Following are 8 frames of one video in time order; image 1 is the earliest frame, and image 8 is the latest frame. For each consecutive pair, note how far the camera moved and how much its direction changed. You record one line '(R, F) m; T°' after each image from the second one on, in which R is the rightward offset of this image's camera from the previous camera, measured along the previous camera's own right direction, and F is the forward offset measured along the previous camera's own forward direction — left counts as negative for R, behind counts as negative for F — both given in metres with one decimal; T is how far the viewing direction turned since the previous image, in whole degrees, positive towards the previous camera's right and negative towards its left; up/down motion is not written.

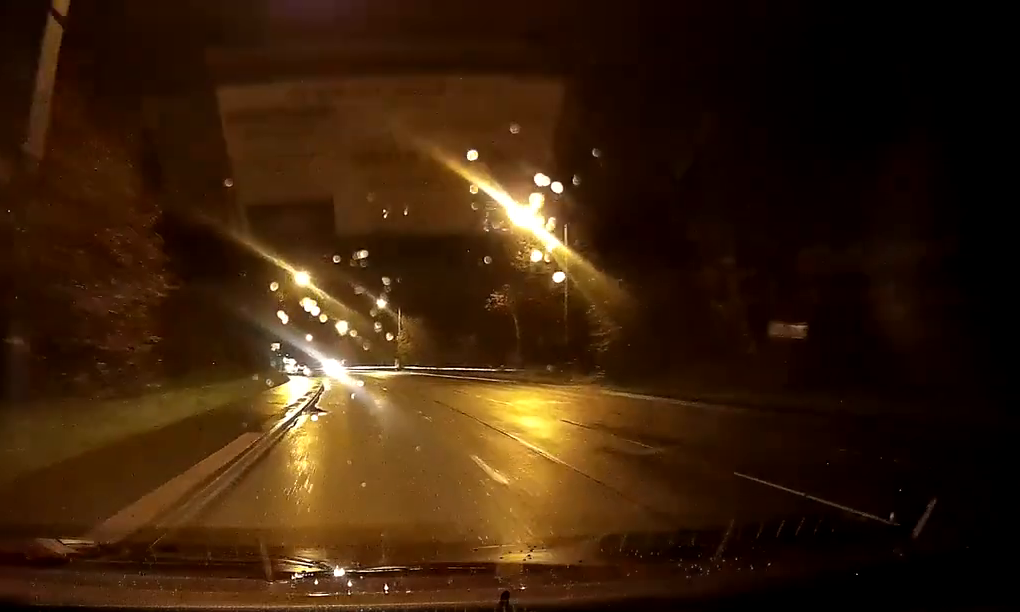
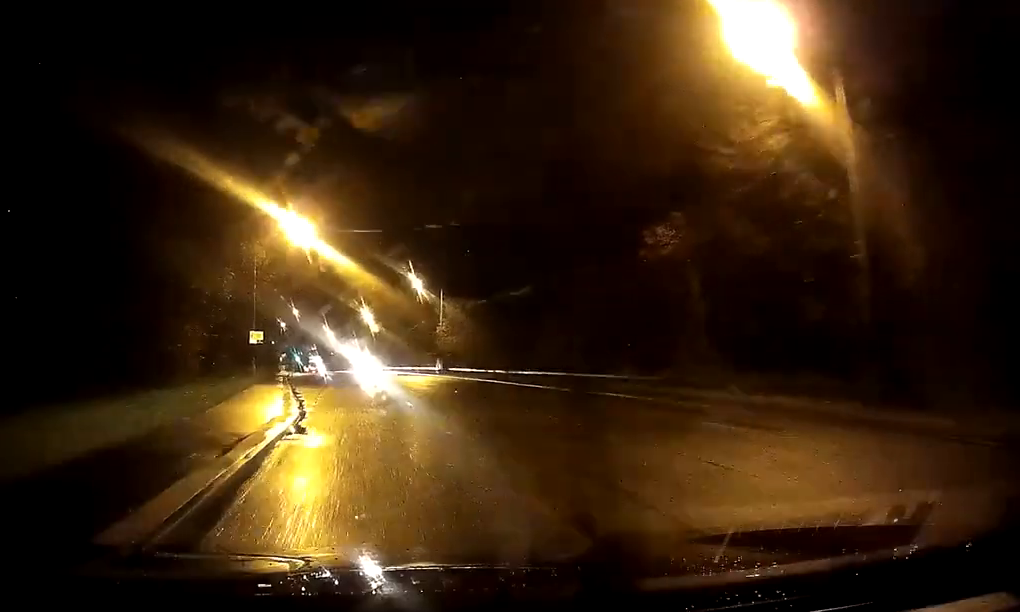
(-1.0, +30.4) m; -2°
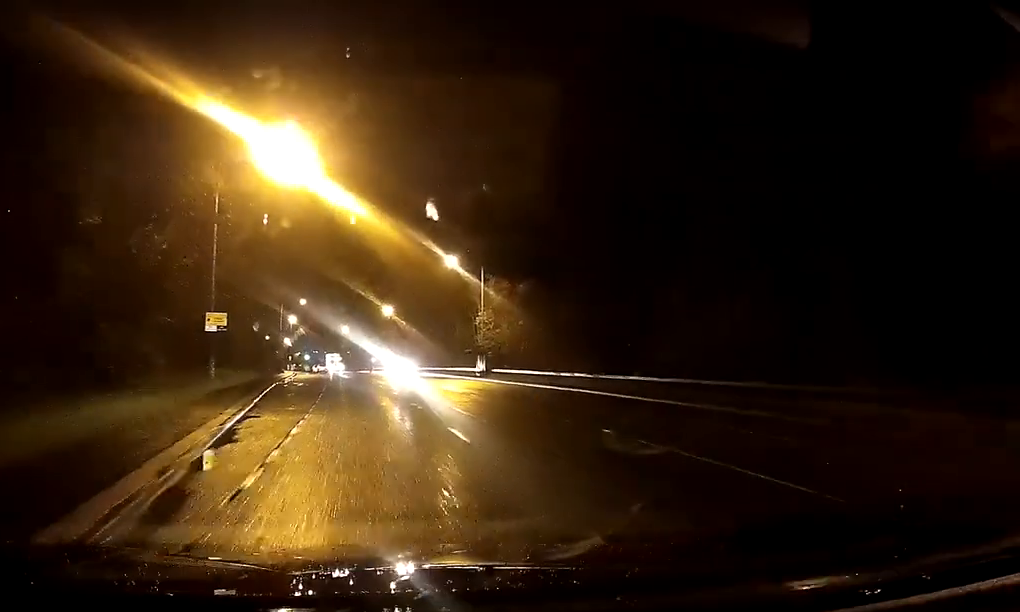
(+0.3, +19.1) m; 0°
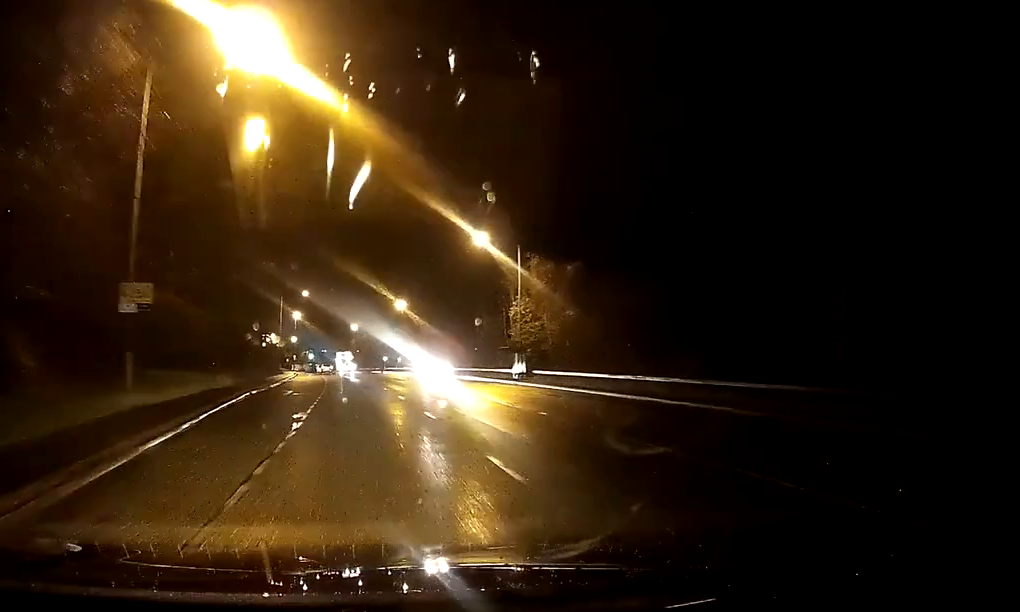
(-0.3, +12.8) m; 0°
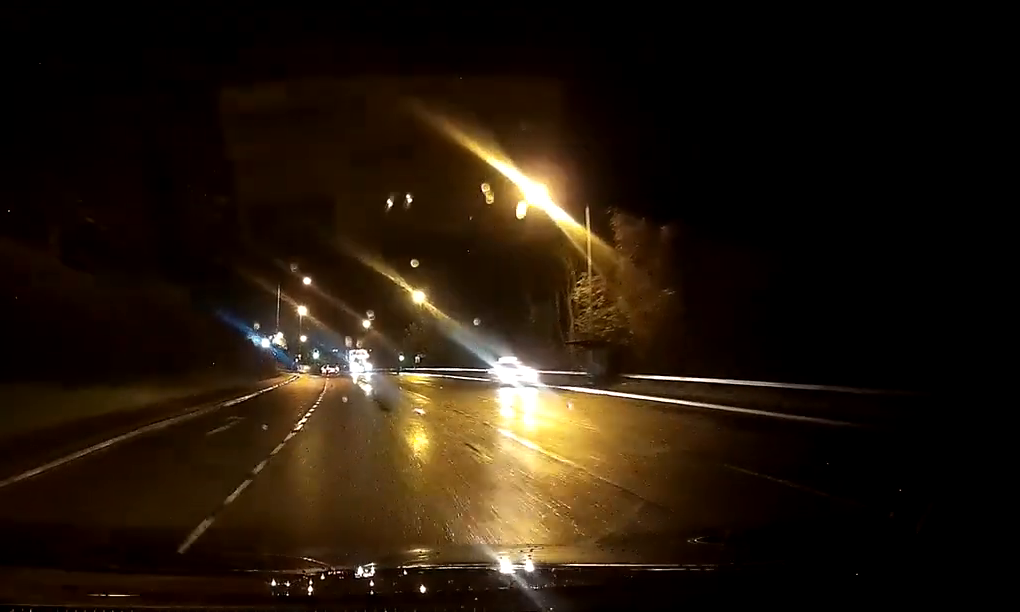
(+0.3, +15.9) m; -1°
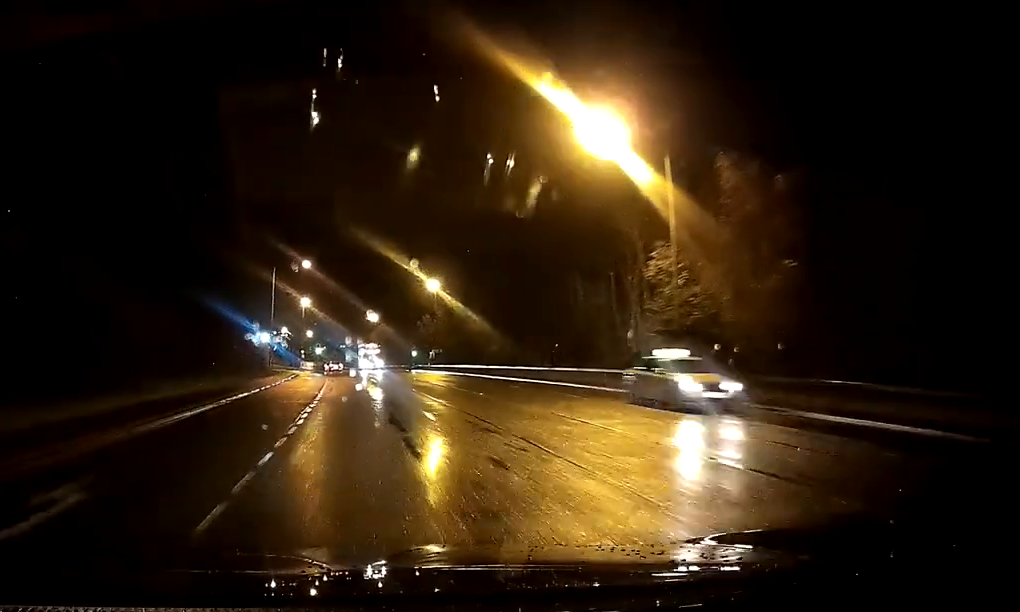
(-0.3, +11.1) m; -1°
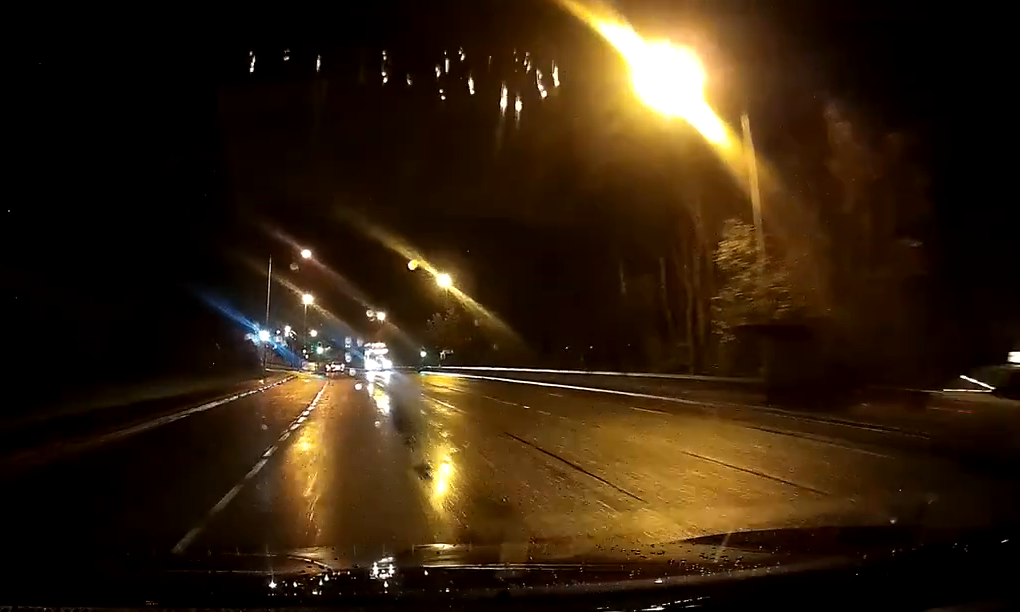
(-0.2, +7.0) m; -1°
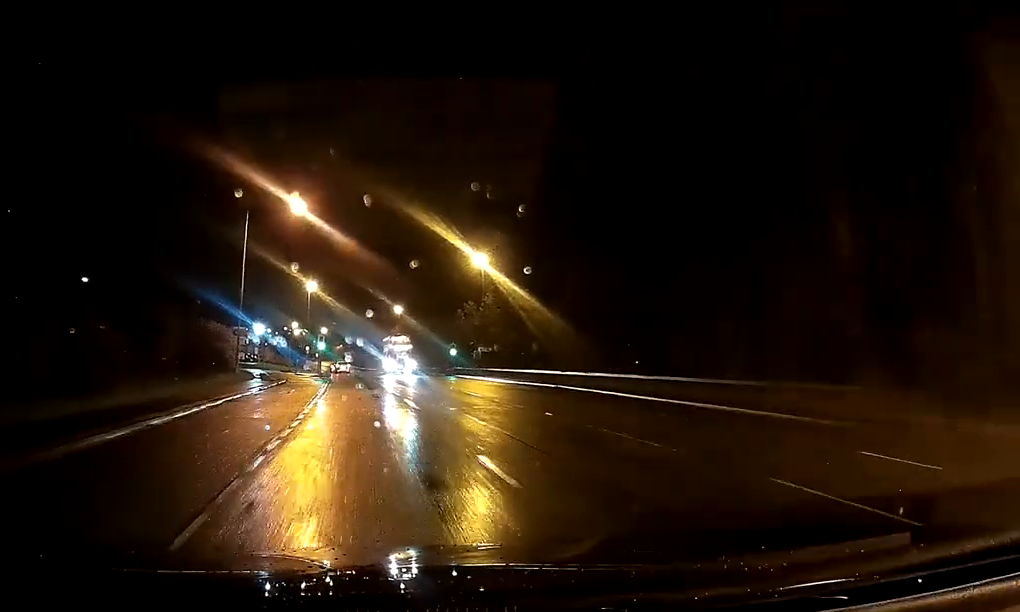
(-0.1, +19.3) m; 0°
